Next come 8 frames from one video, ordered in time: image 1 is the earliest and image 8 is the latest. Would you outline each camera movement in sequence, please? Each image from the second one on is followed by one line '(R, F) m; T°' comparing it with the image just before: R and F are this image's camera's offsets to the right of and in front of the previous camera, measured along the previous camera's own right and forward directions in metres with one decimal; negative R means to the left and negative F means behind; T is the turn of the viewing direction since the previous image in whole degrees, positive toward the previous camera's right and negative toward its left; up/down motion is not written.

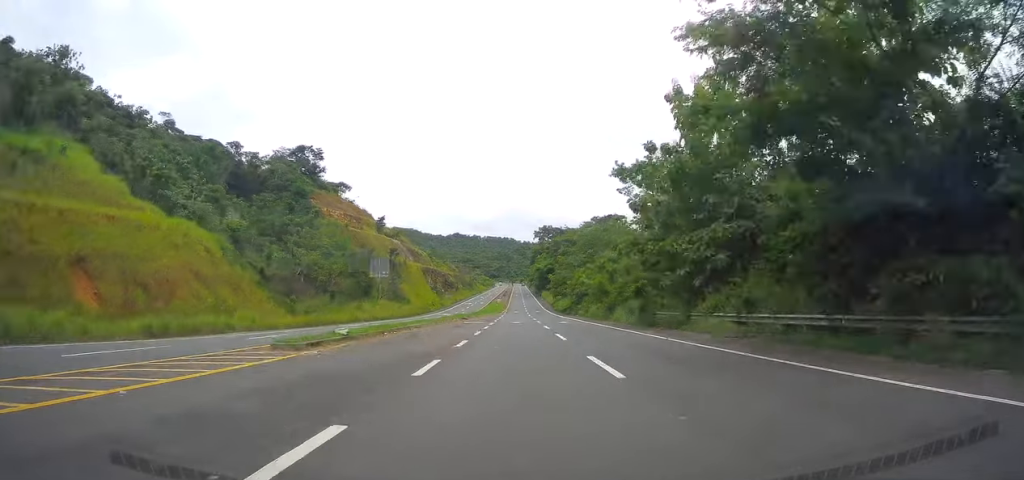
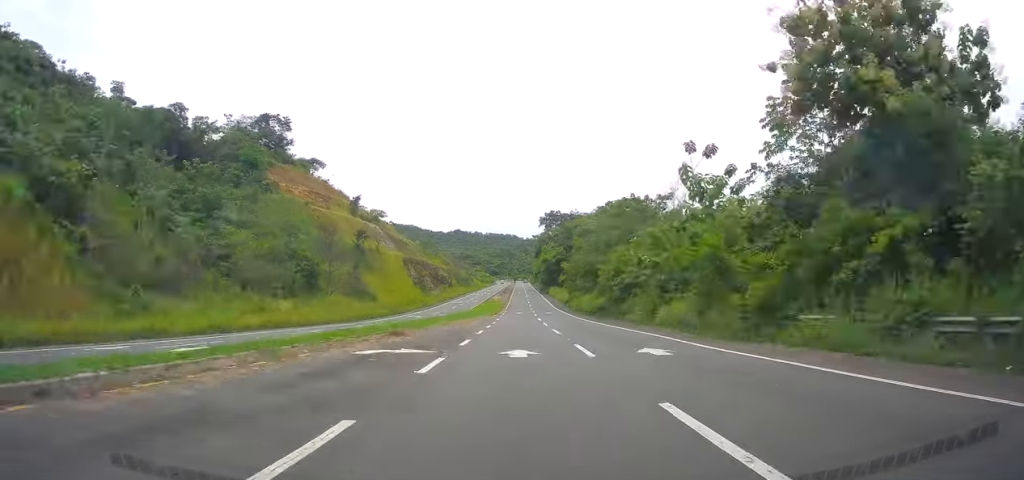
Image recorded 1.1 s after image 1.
(+0.3, +31.2) m; 0°
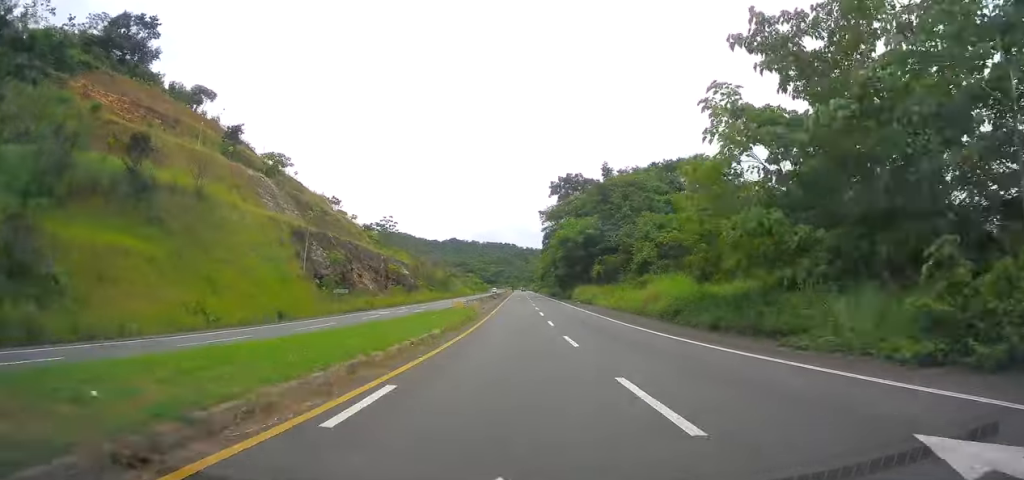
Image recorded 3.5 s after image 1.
(-0.5, +69.5) m; 0°
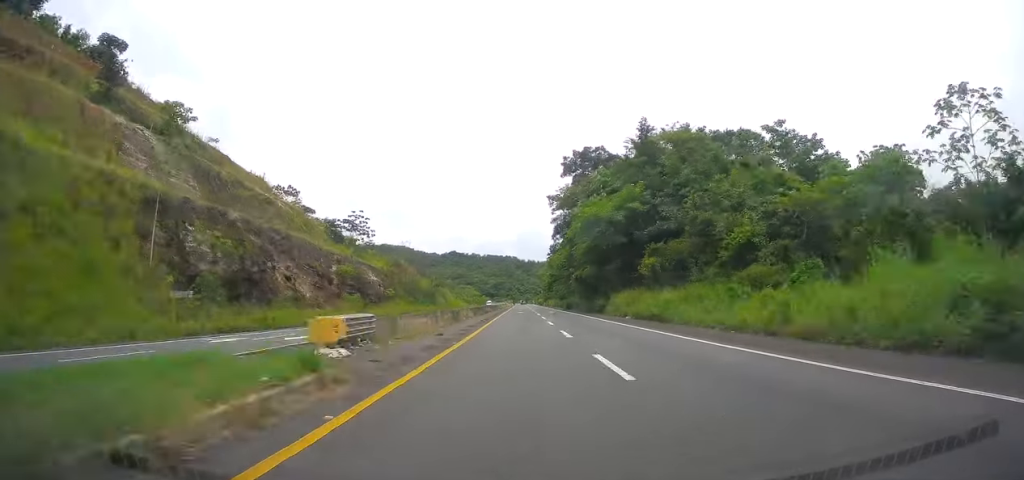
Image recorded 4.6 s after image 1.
(+0.3, +31.0) m; 0°
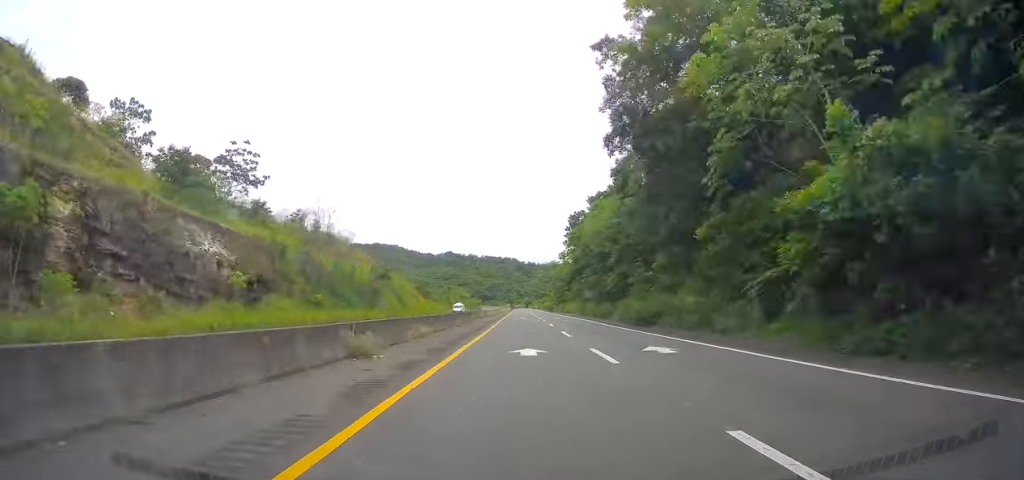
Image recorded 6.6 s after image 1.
(-0.2, +56.9) m; 0°
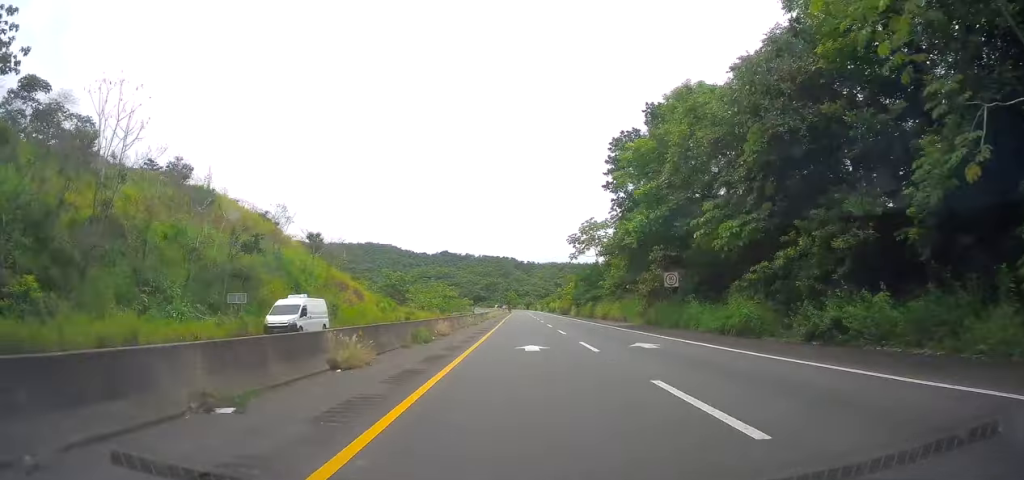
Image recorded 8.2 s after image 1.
(+0.1, +44.5) m; 0°
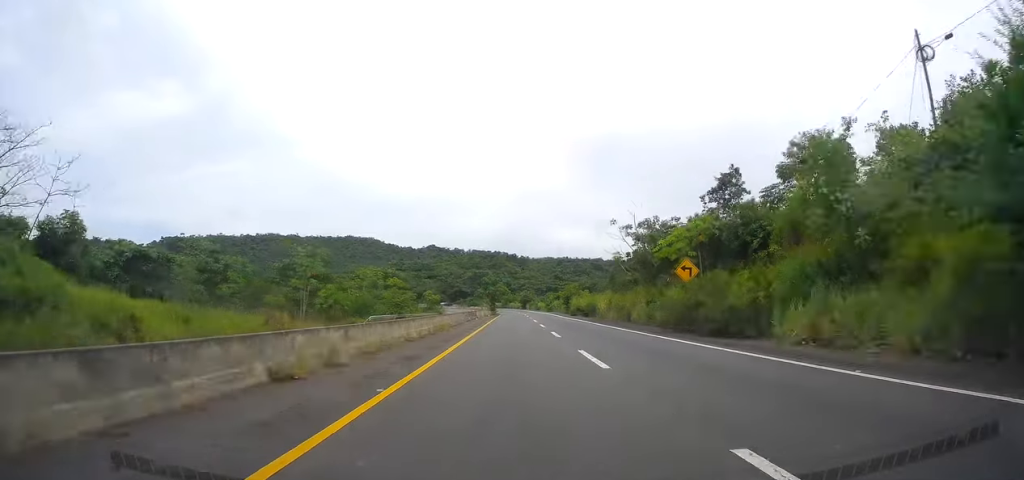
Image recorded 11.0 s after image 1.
(+0.7, +78.2) m; 0°
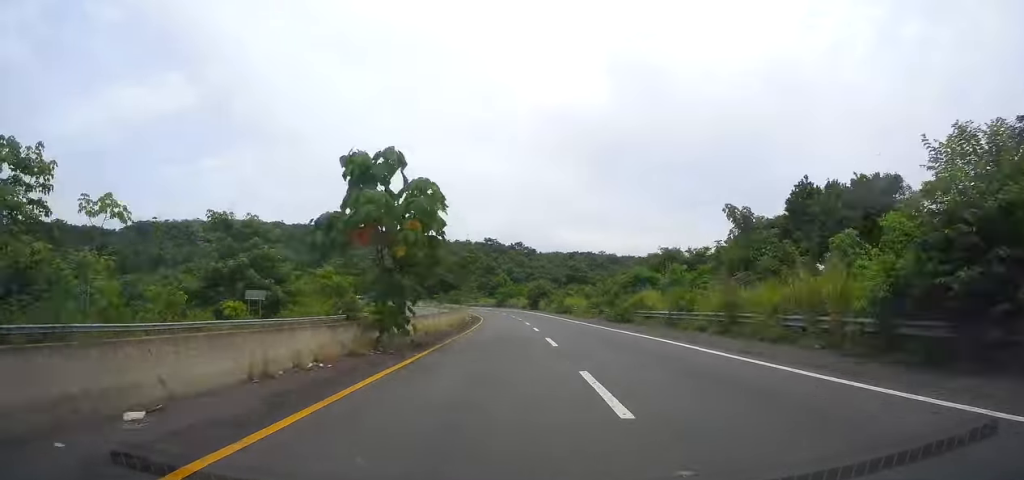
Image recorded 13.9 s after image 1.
(-1.0, +77.9) m; -1°
